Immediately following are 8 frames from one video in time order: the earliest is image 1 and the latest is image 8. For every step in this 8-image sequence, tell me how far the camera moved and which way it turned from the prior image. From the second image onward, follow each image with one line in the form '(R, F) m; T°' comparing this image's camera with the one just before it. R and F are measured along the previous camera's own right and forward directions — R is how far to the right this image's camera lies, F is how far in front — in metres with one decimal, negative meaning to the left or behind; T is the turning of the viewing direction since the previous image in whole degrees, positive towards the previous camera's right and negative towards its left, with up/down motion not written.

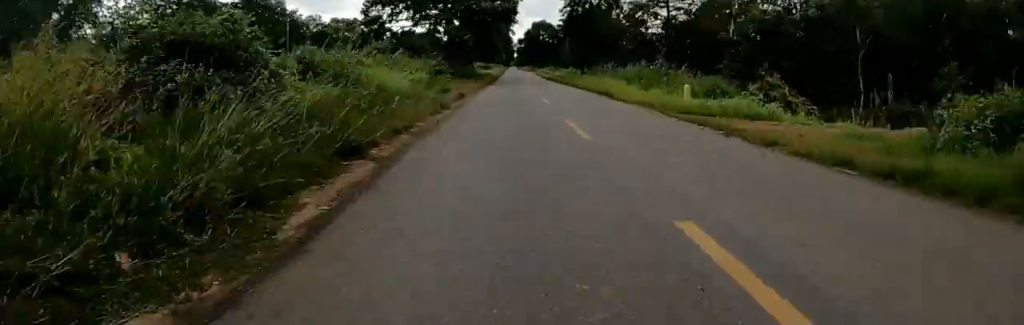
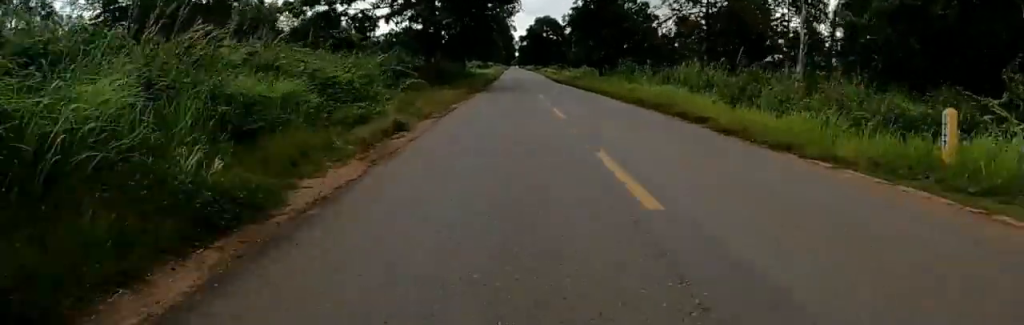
(+0.2, +12.8) m; +1°
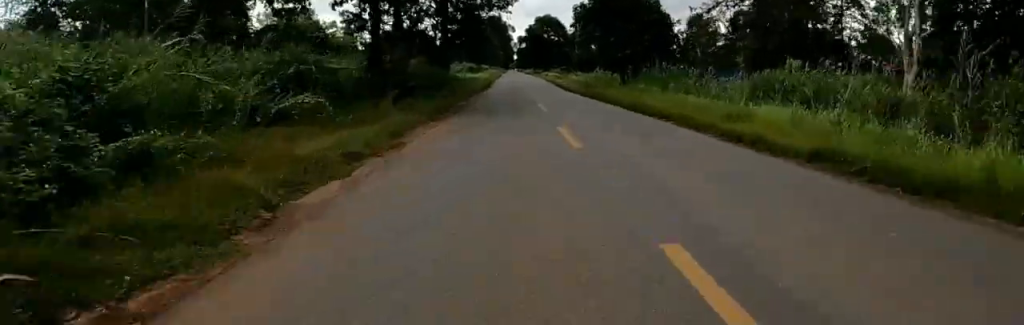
(+0.1, +12.1) m; +1°
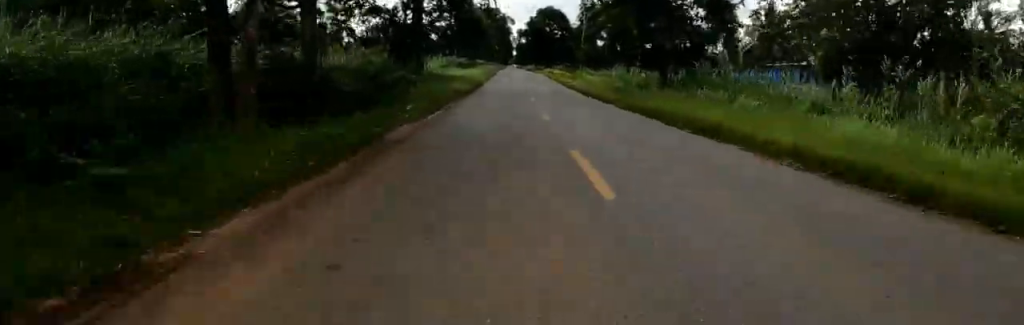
(0.0, +12.6) m; 0°
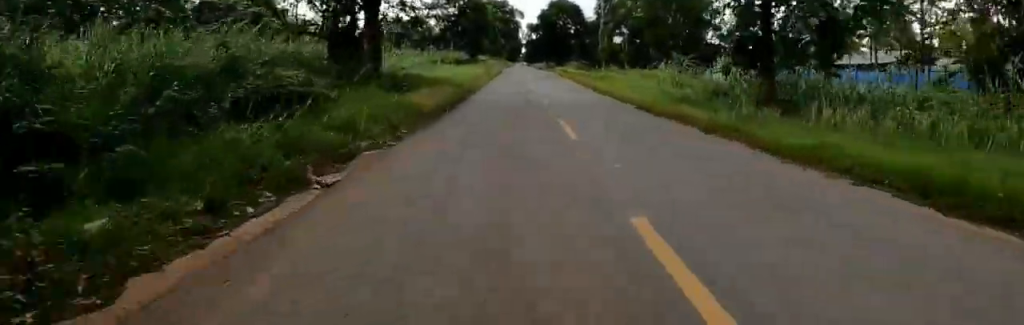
(0.0, +12.0) m; -1°
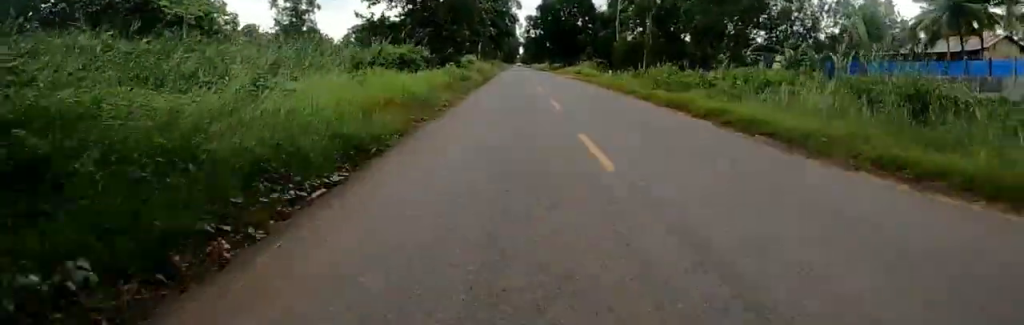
(-0.4, +19.9) m; 0°
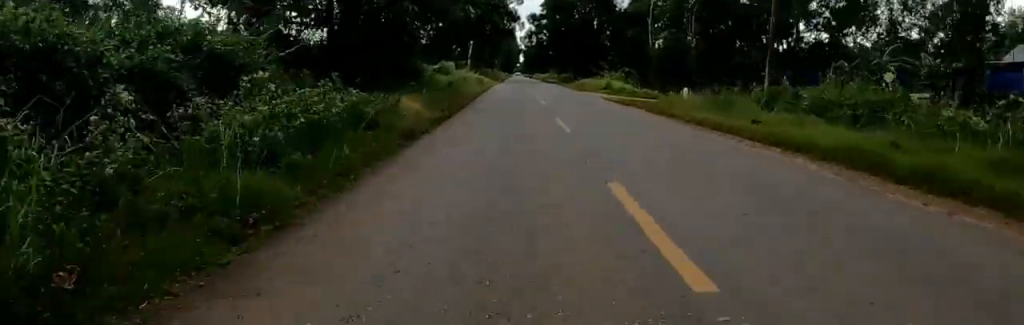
(+0.7, +19.1) m; +2°
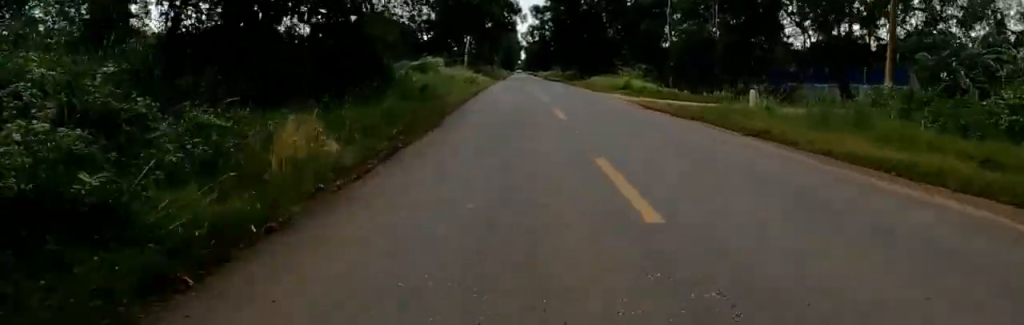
(0.0, +7.0) m; 0°
